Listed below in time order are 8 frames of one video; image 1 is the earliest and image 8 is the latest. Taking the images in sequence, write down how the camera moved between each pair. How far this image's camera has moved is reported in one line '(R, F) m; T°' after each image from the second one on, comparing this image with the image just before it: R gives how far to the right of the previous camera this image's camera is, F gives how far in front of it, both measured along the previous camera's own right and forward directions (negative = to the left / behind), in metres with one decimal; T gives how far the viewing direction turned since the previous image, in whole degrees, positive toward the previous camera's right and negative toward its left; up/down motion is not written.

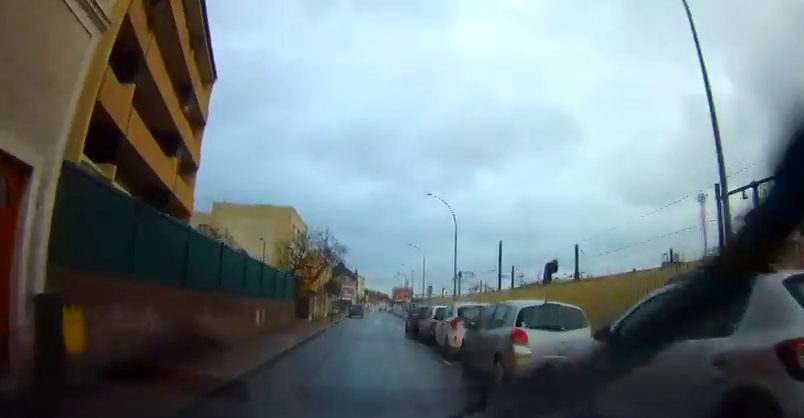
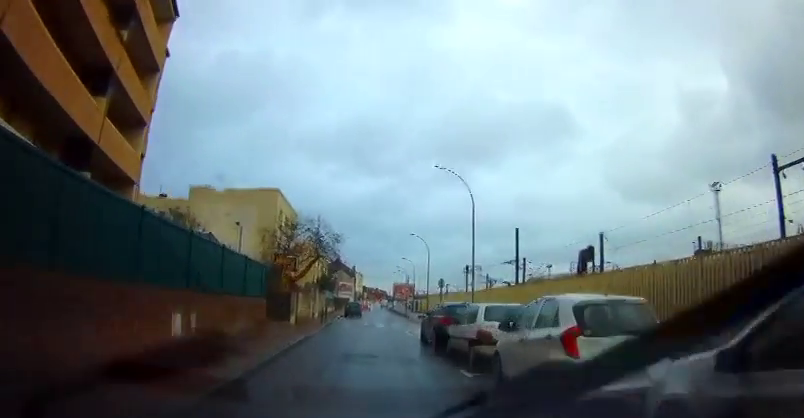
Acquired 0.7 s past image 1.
(0.0, +7.4) m; 0°
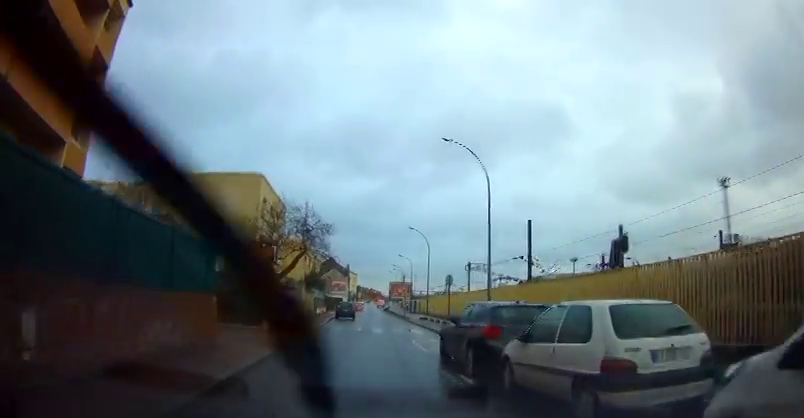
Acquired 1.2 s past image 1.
(0.0, +5.6) m; 0°
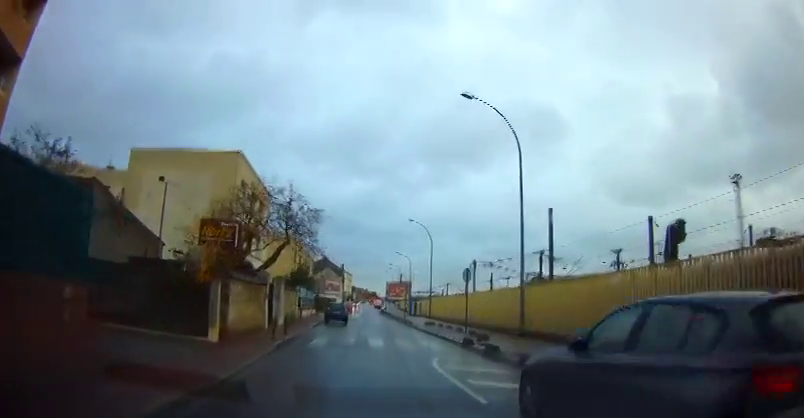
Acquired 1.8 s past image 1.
(-0.1, +6.5) m; +1°
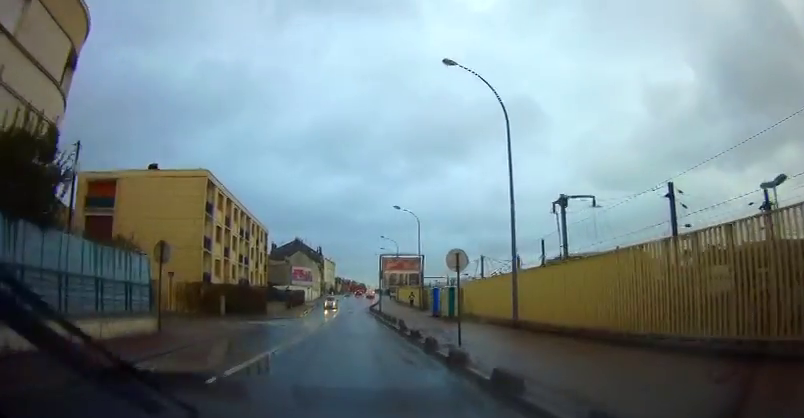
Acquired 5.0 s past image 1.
(+0.9, +34.8) m; -1°
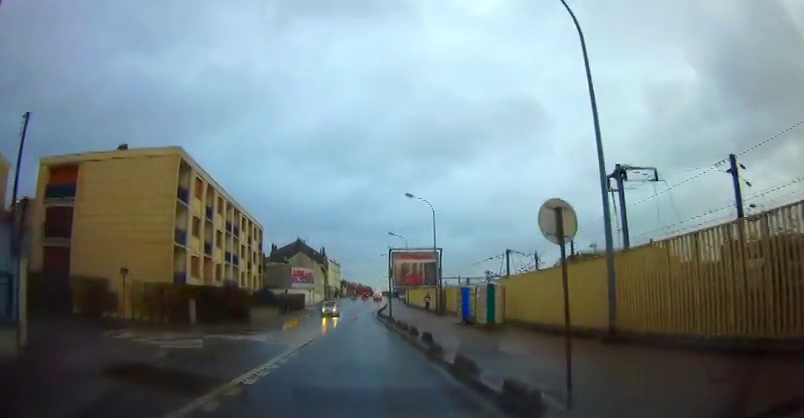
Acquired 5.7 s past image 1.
(0.0, +7.1) m; 0°
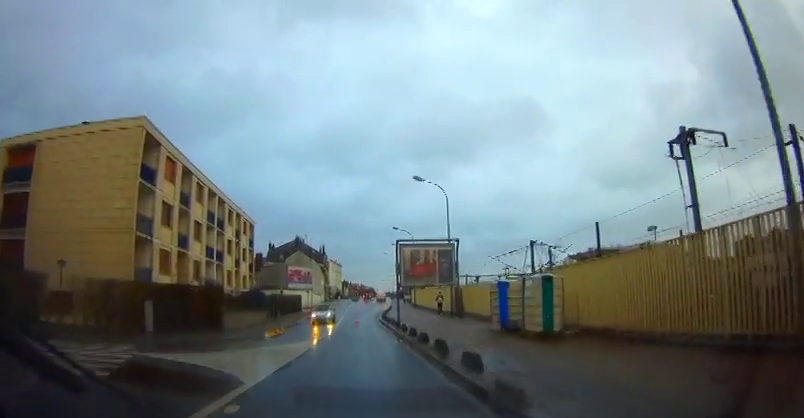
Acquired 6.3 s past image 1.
(0.0, +6.0) m; 0°
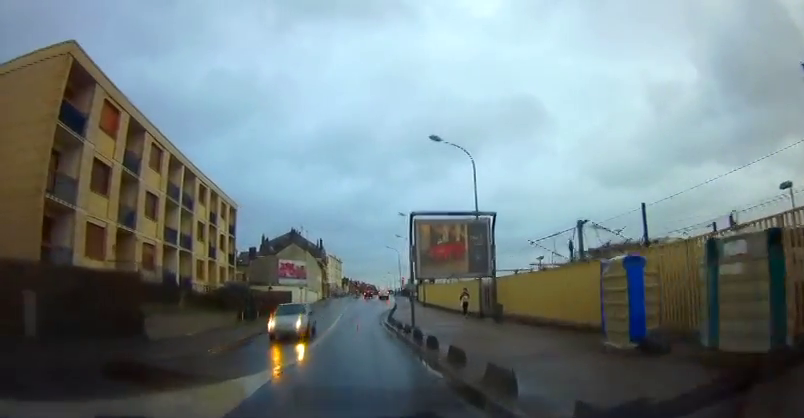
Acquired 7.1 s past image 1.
(0.0, +8.7) m; 0°
